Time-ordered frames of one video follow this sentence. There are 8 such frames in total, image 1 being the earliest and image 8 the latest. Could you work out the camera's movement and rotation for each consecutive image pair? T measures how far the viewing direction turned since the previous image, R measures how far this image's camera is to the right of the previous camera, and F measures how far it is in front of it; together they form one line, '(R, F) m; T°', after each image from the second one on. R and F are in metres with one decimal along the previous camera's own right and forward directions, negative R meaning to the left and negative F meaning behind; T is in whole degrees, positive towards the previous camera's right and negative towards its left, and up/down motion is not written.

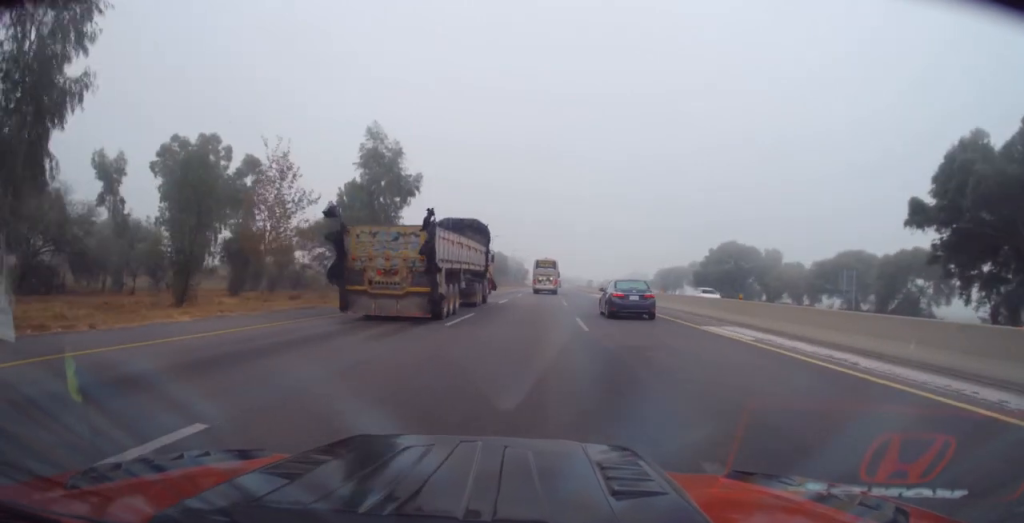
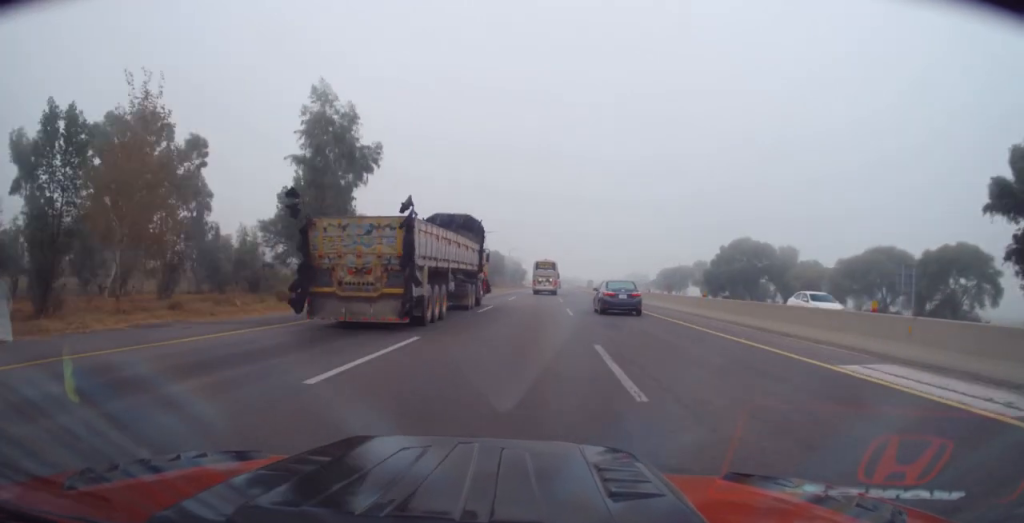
(0.0, +9.6) m; 0°
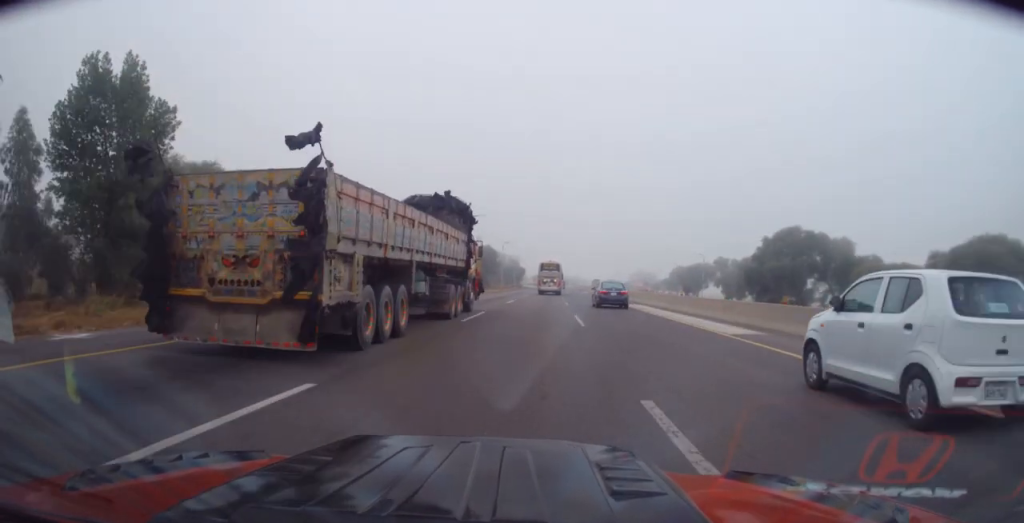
(-0.3, +23.9) m; -1°
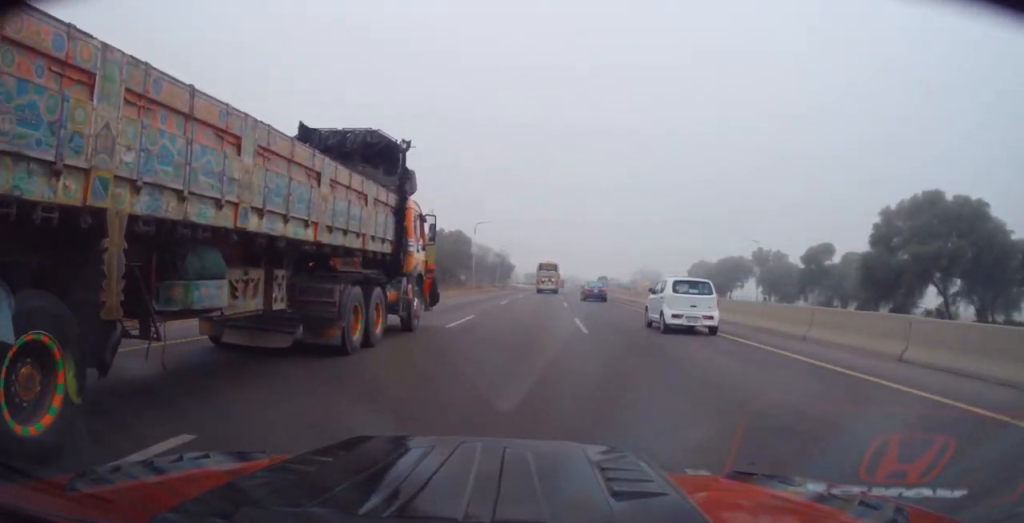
(+0.2, +38.2) m; +2°
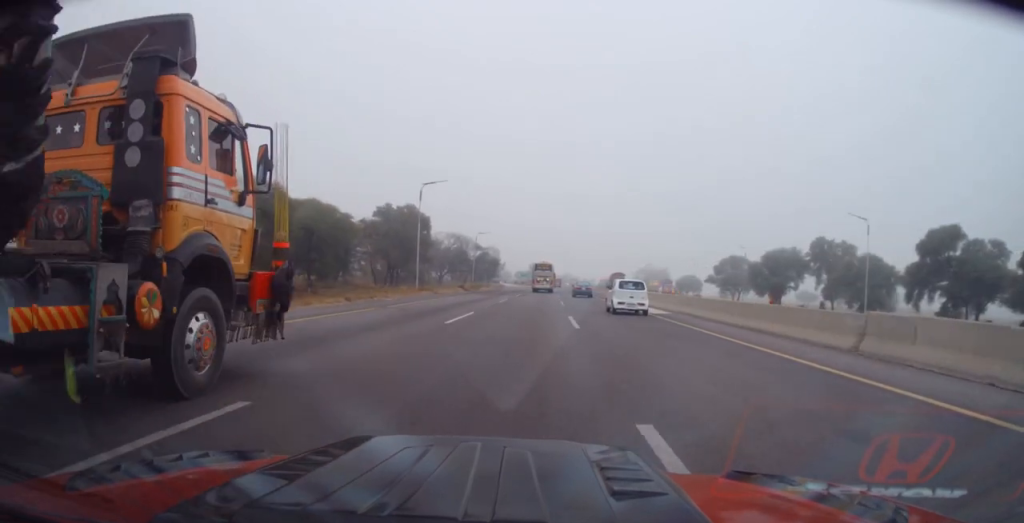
(+0.3, +34.3) m; -2°
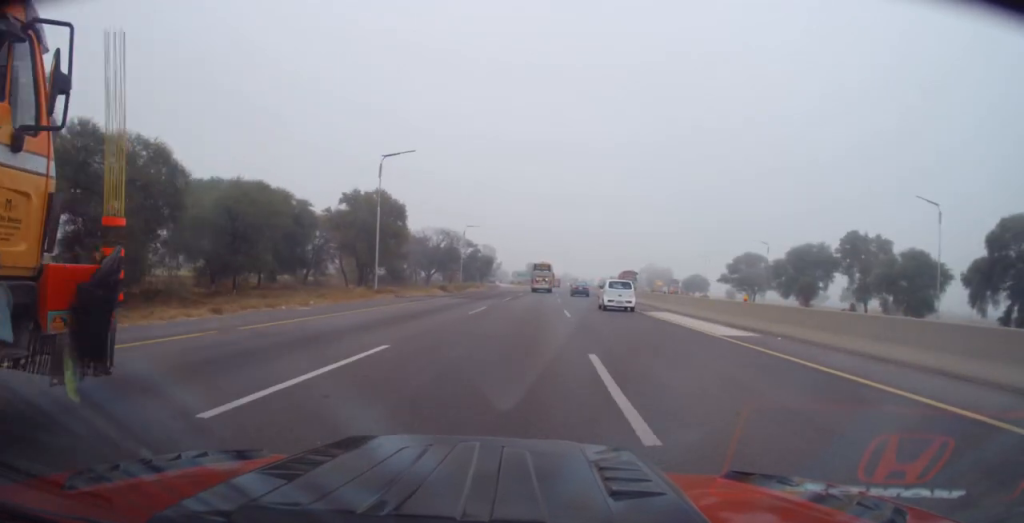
(-0.3, +13.1) m; 0°
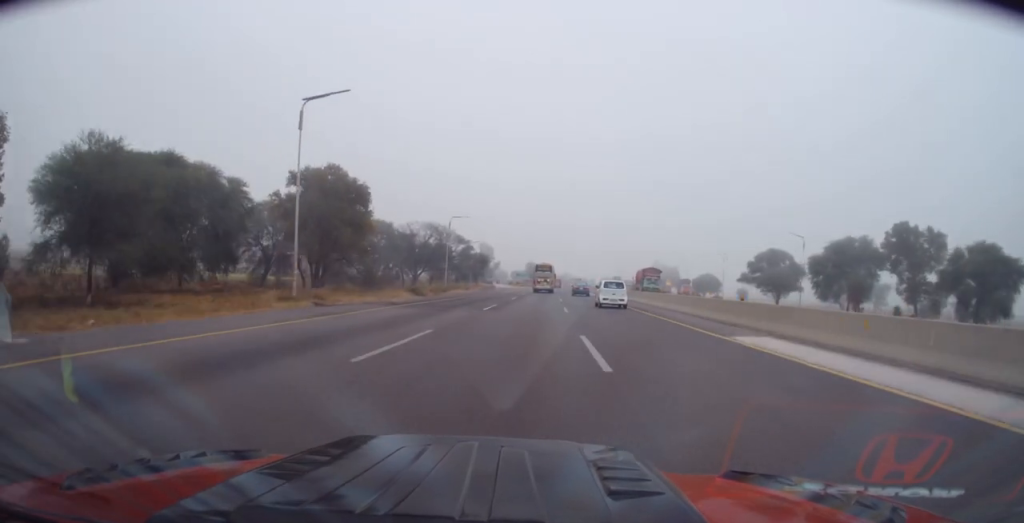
(0.0, +13.8) m; 0°
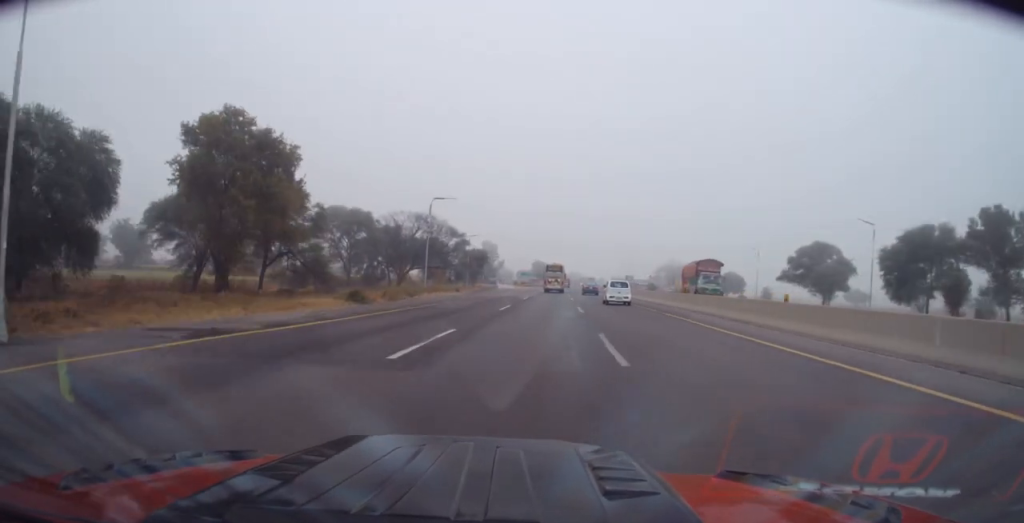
(+0.2, +17.2) m; 0°
